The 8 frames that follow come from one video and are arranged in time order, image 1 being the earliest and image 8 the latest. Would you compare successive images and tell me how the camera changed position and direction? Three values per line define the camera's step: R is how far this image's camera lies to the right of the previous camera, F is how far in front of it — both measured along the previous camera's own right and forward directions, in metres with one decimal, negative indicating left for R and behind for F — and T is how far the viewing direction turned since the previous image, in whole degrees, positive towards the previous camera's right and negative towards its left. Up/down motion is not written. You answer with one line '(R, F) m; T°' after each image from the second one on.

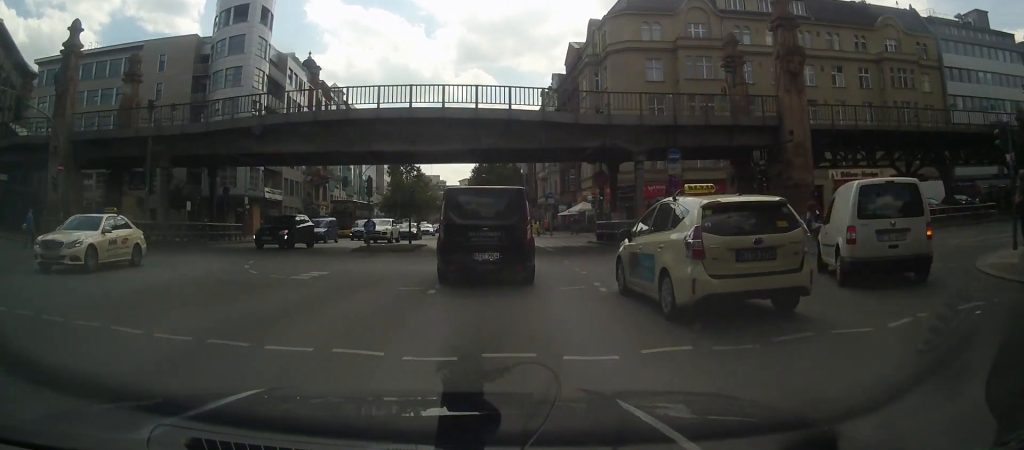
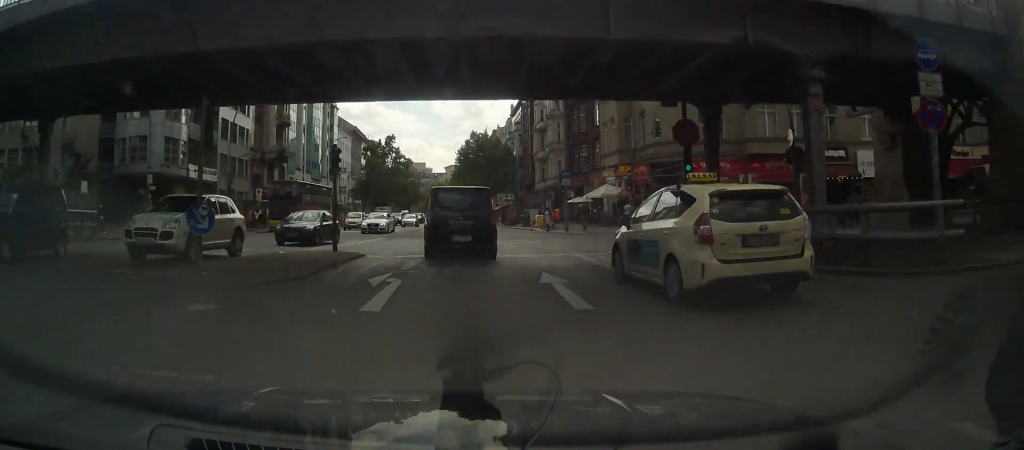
(-0.2, +16.6) m; +1°
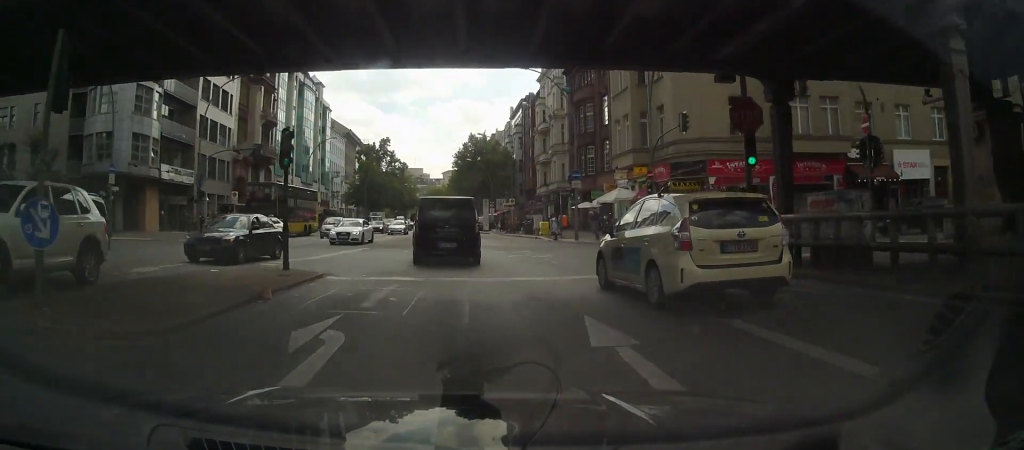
(0.0, +5.0) m; +1°
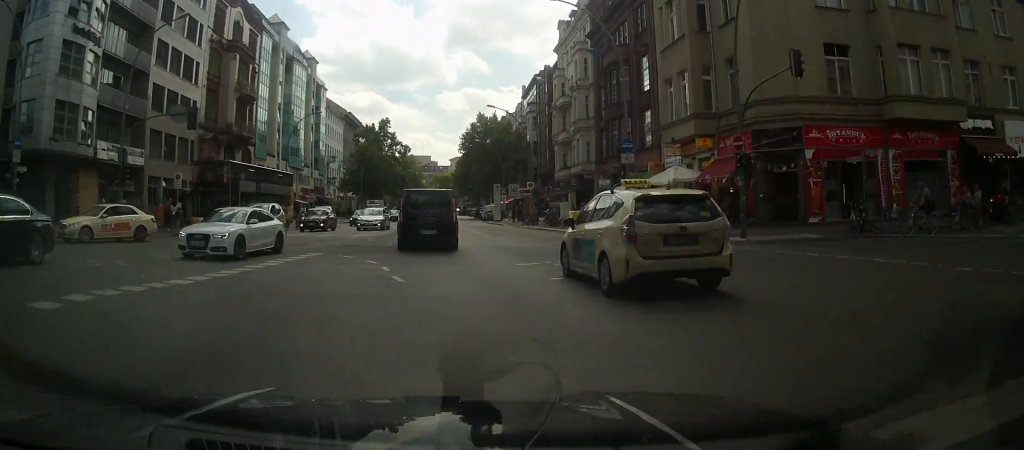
(+0.2, +10.5) m; 0°
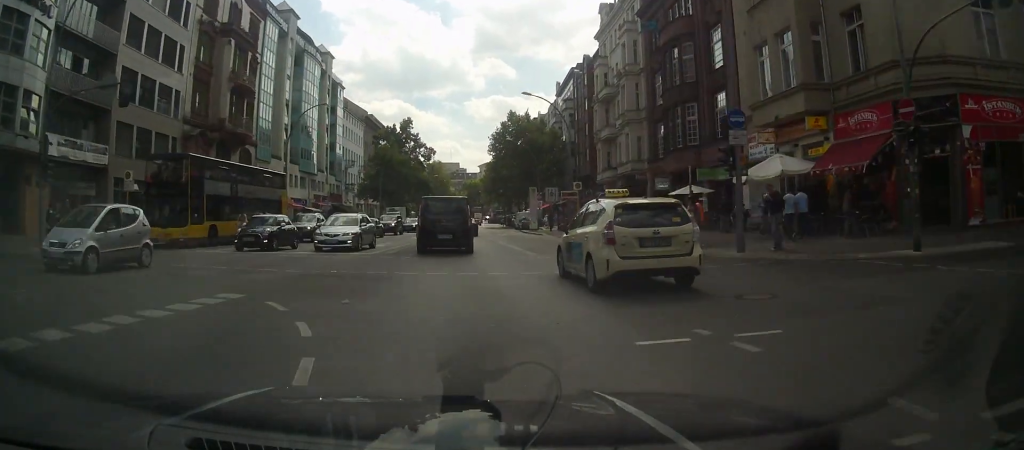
(-0.1, +8.4) m; -2°
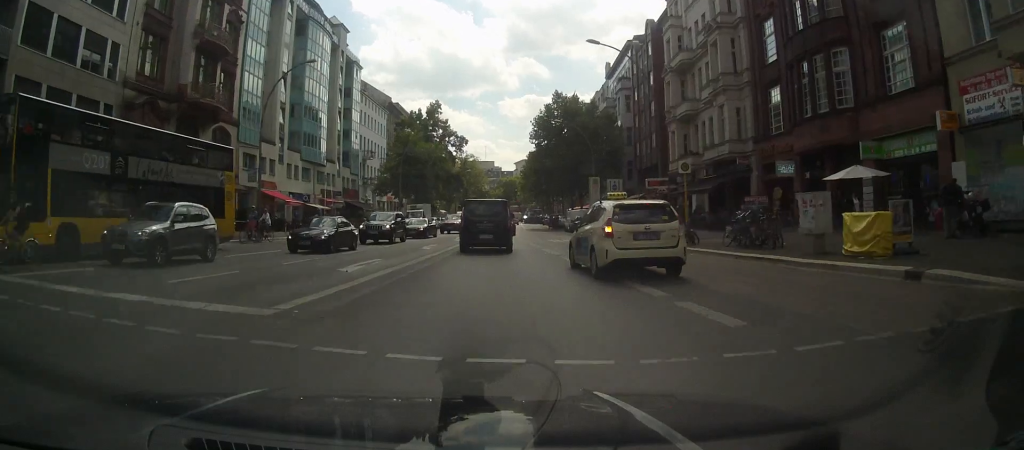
(-0.4, +12.9) m; -1°
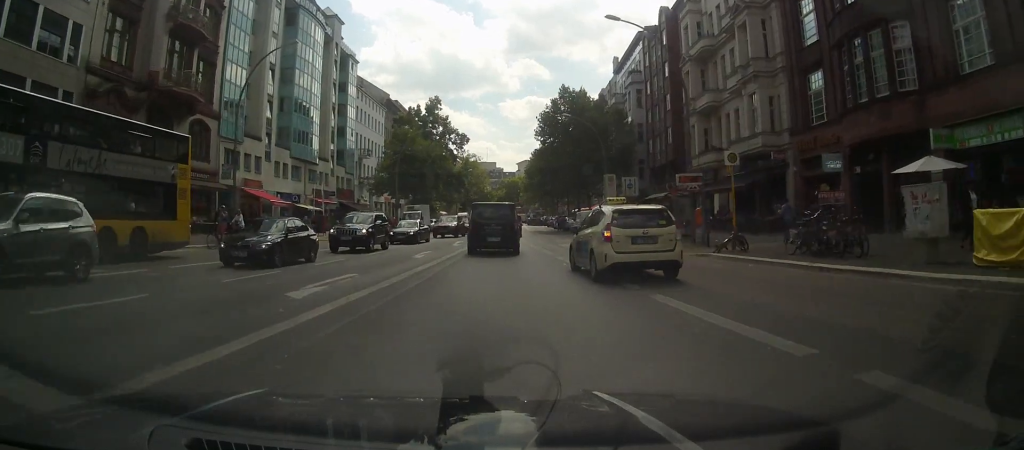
(0.0, +4.2) m; 0°
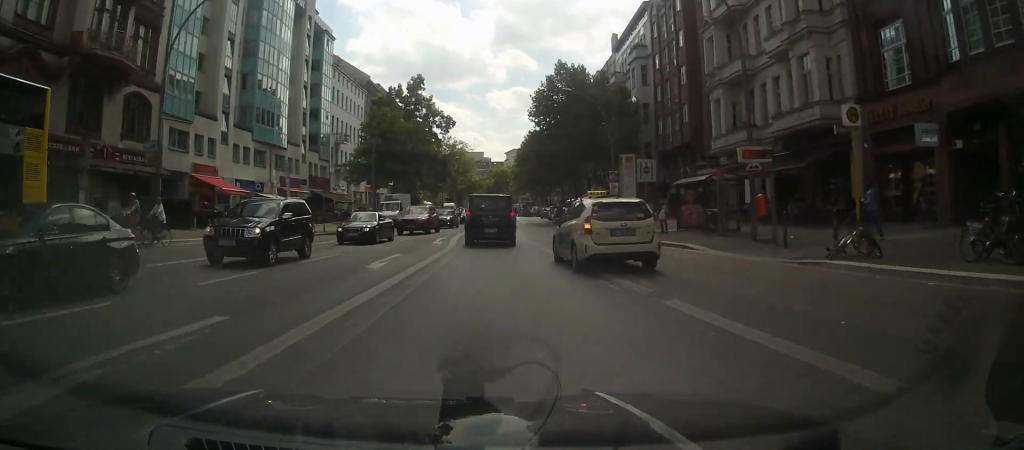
(0.0, +7.2) m; 0°
